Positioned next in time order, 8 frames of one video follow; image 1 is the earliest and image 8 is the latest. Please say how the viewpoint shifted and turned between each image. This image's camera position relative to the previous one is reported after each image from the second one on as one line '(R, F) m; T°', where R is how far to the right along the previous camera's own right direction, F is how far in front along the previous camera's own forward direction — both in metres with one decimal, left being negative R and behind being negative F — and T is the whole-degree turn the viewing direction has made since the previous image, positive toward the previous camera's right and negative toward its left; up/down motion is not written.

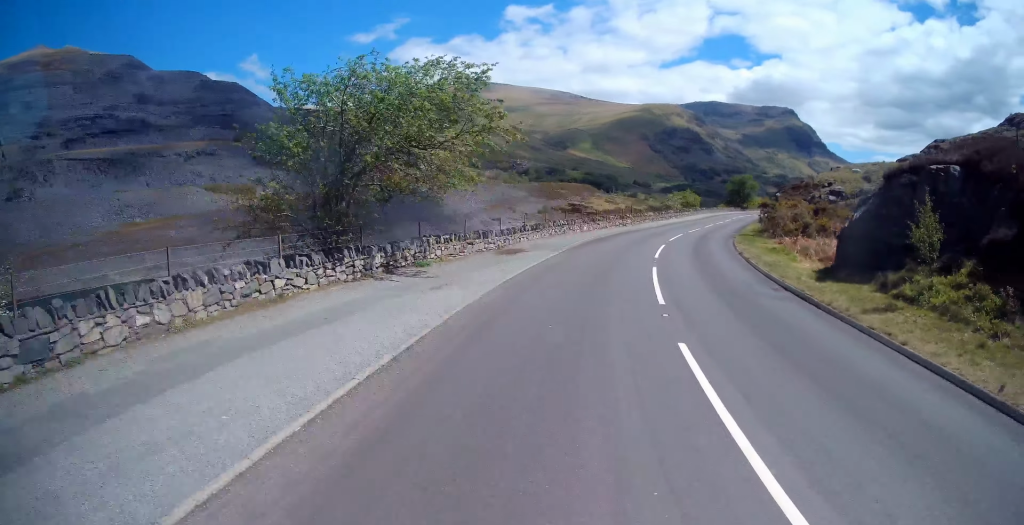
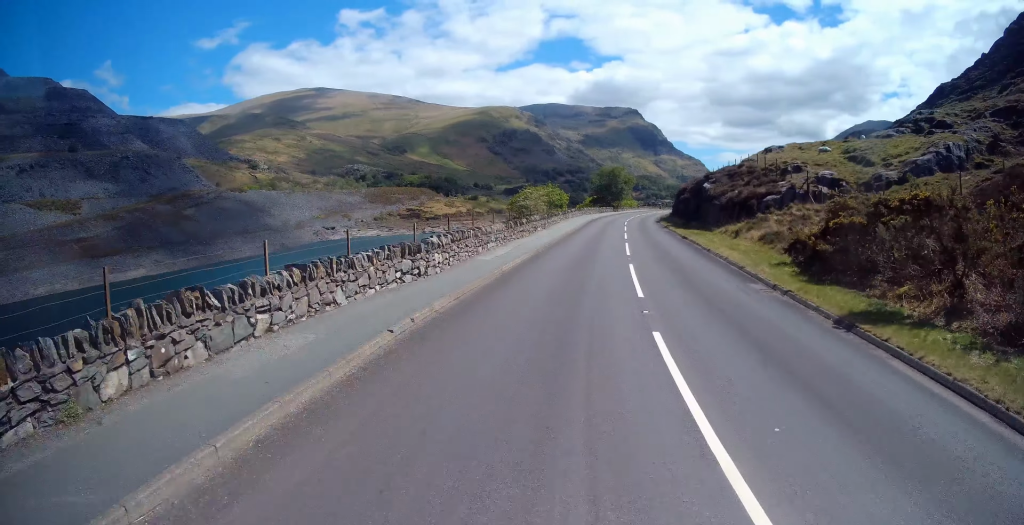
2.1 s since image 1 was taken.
(+4.6, +26.0) m; +17°
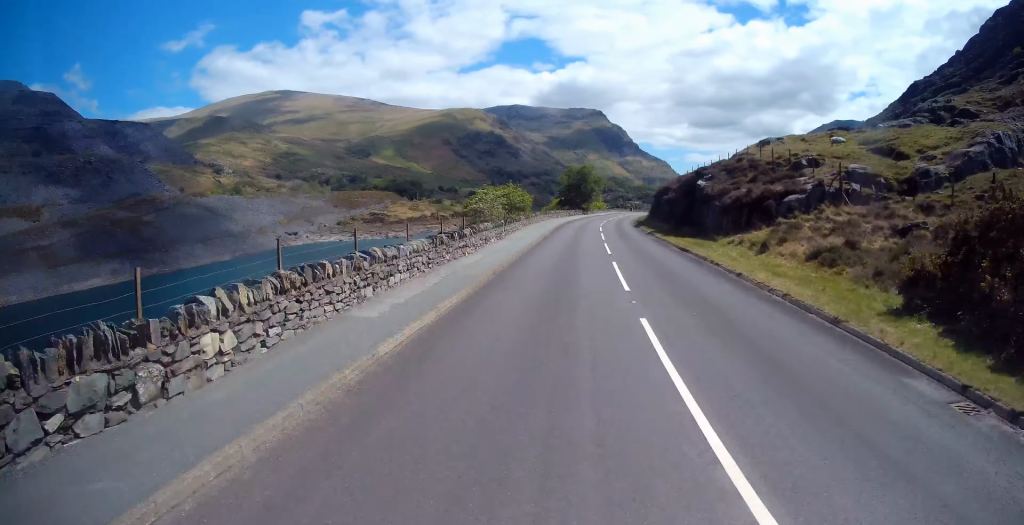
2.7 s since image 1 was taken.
(+0.1, +7.5) m; +3°
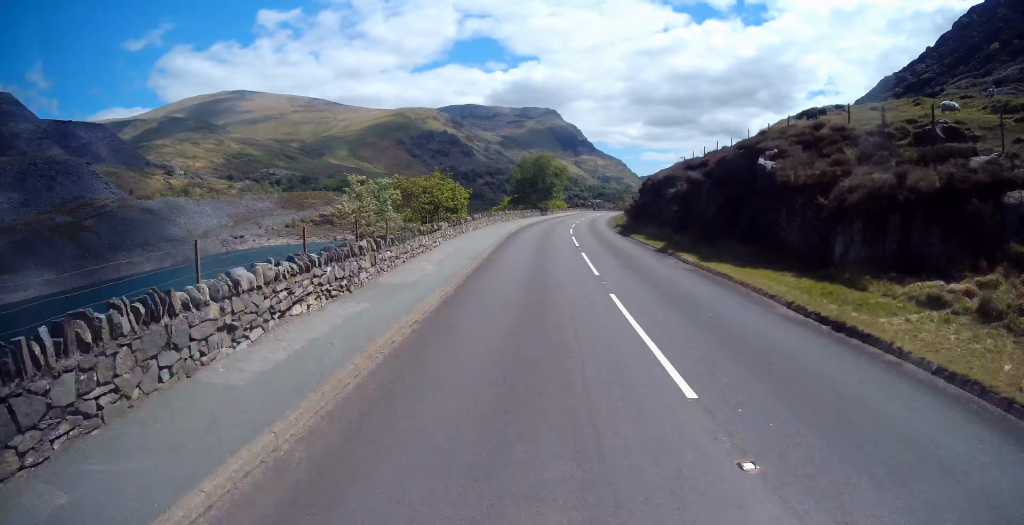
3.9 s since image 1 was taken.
(+0.8, +15.5) m; +6°
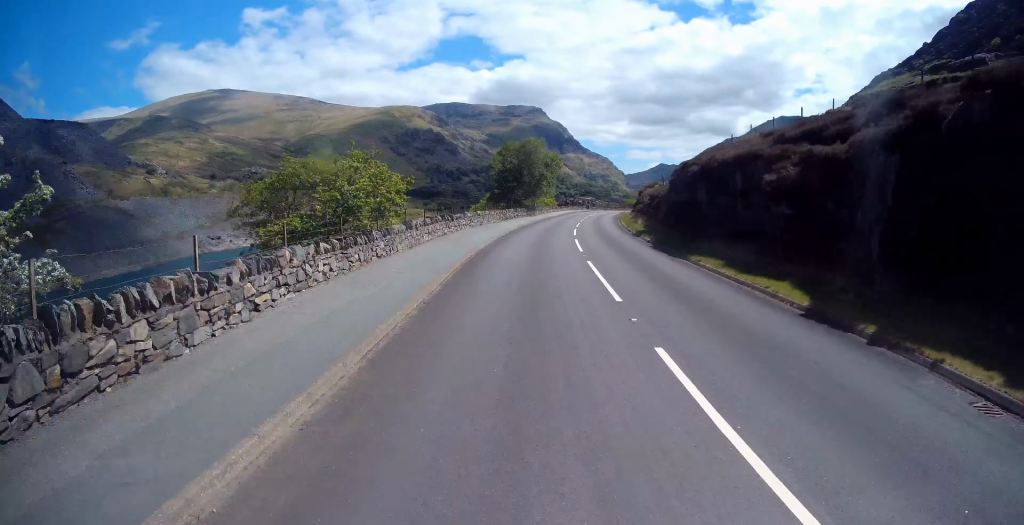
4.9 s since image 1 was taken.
(+0.6, +13.4) m; +4°
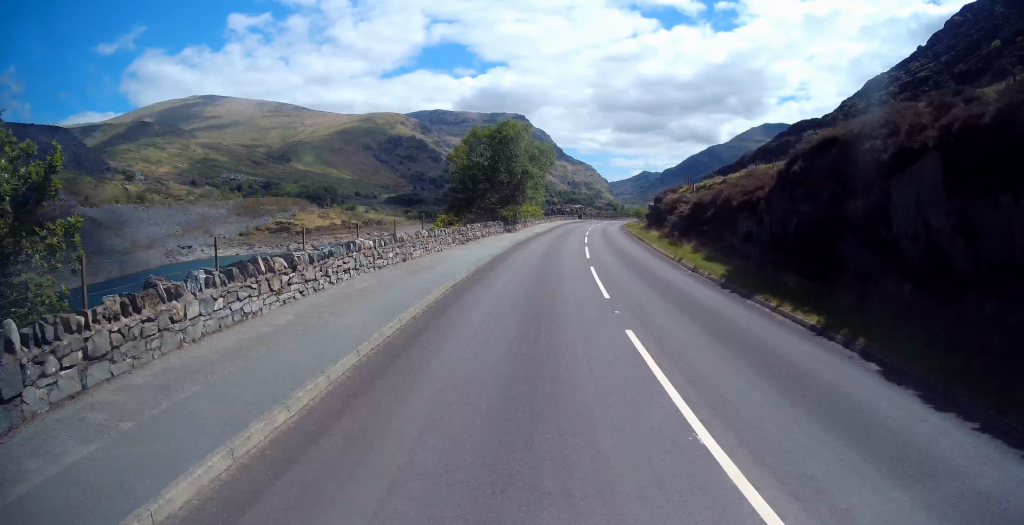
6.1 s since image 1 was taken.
(+0.3, +16.2) m; +1°
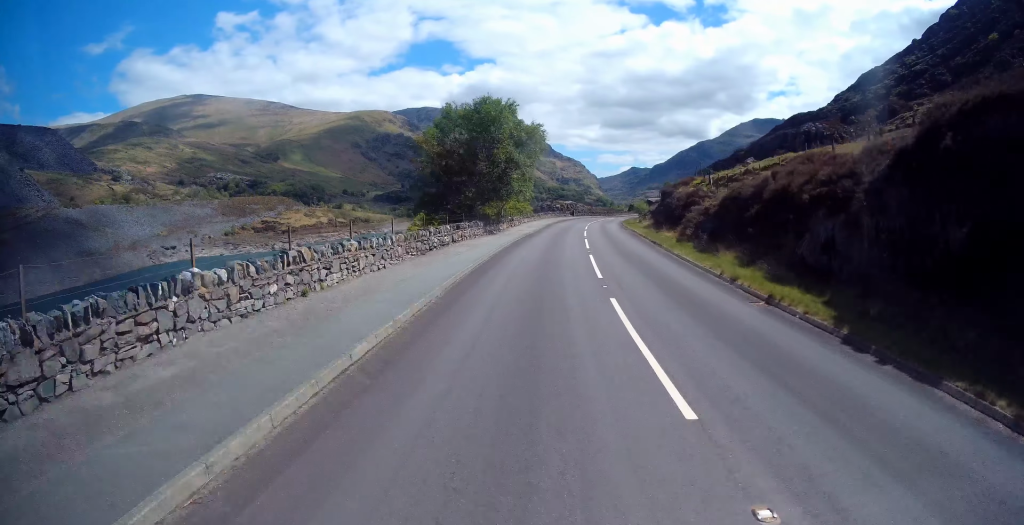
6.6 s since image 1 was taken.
(-0.1, +6.6) m; 0°
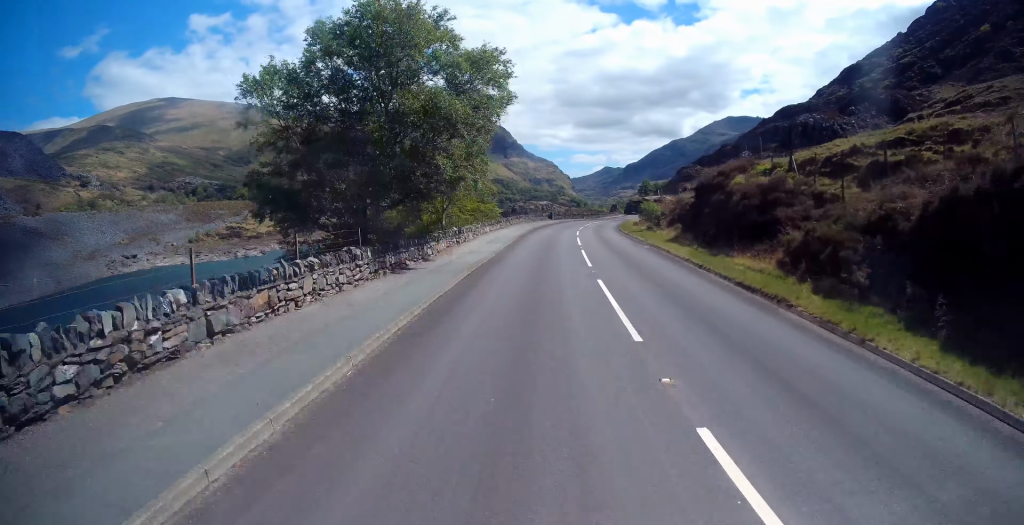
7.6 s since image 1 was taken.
(+0.1, +15.2) m; +3°
